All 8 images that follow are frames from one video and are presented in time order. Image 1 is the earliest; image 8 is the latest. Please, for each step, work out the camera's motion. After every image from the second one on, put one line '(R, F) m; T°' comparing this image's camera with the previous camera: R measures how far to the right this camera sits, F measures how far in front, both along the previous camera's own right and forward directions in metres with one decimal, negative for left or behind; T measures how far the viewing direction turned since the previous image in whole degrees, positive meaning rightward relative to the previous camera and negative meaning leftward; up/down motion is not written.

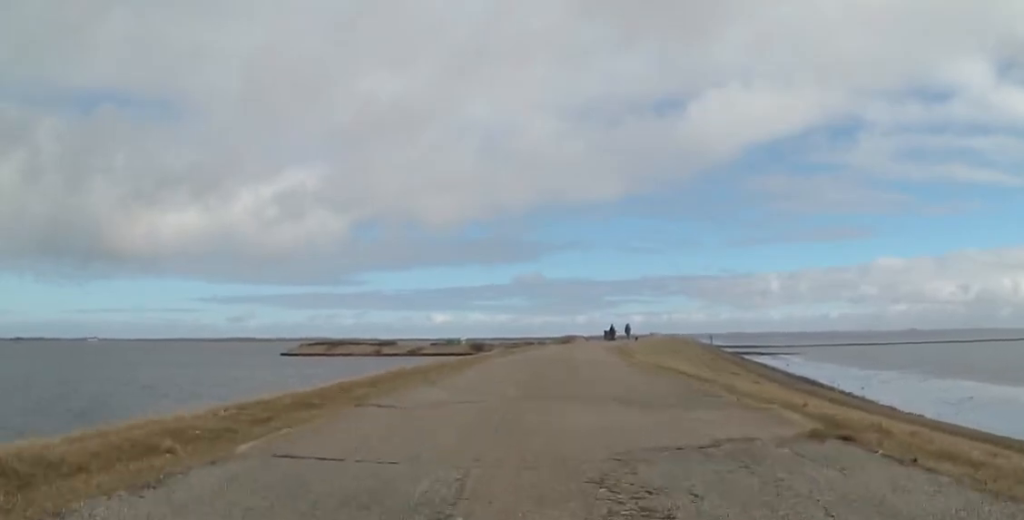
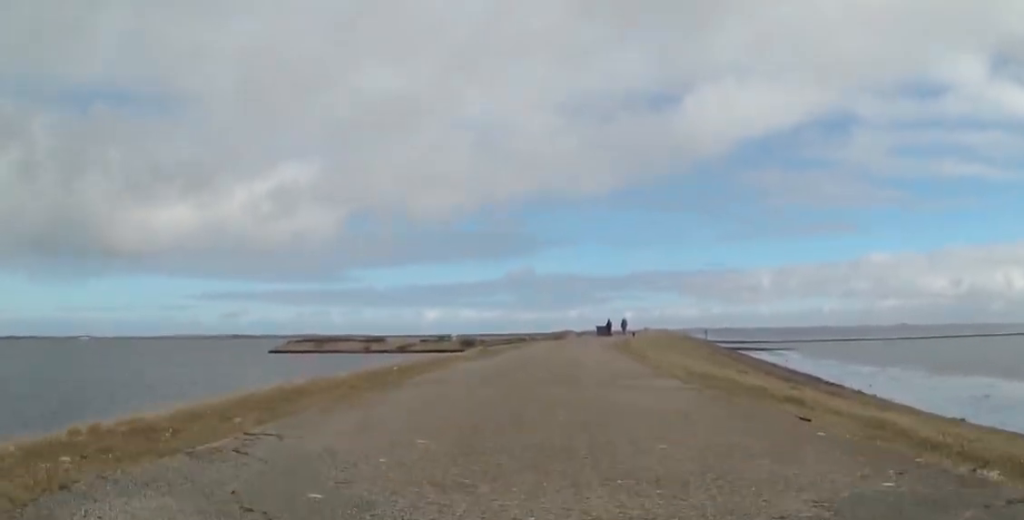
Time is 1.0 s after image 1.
(-0.6, +5.1) m; +2°
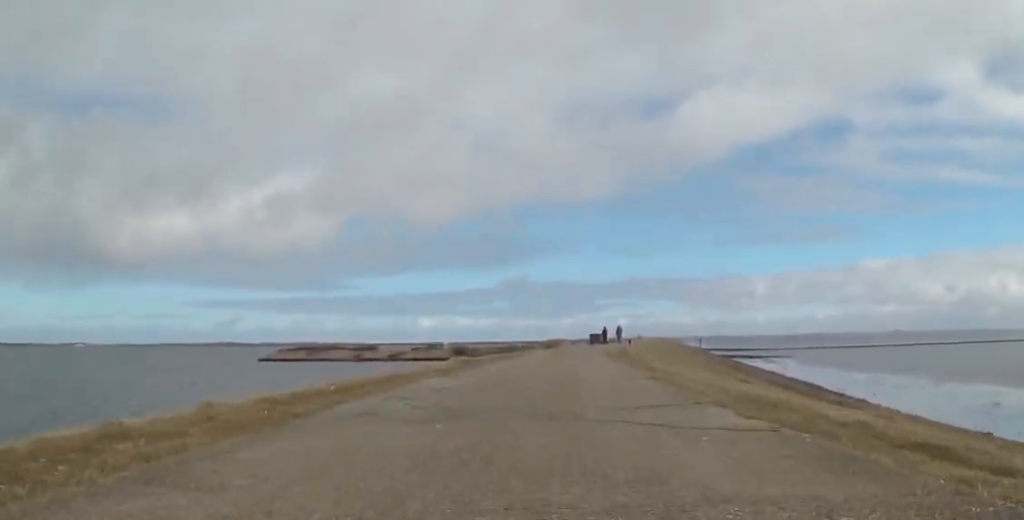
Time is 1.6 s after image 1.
(+0.5, +2.9) m; +6°
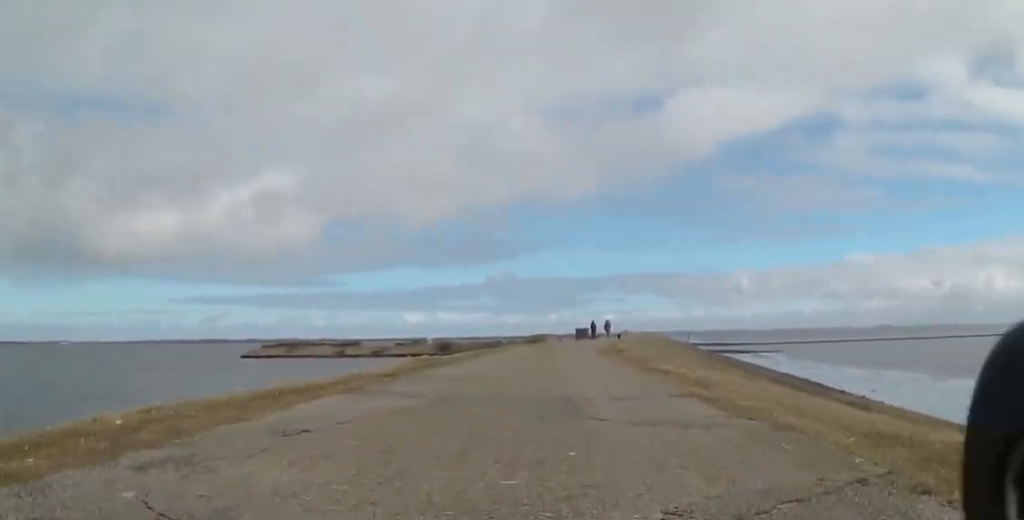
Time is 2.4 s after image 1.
(+0.3, +4.2) m; +1°
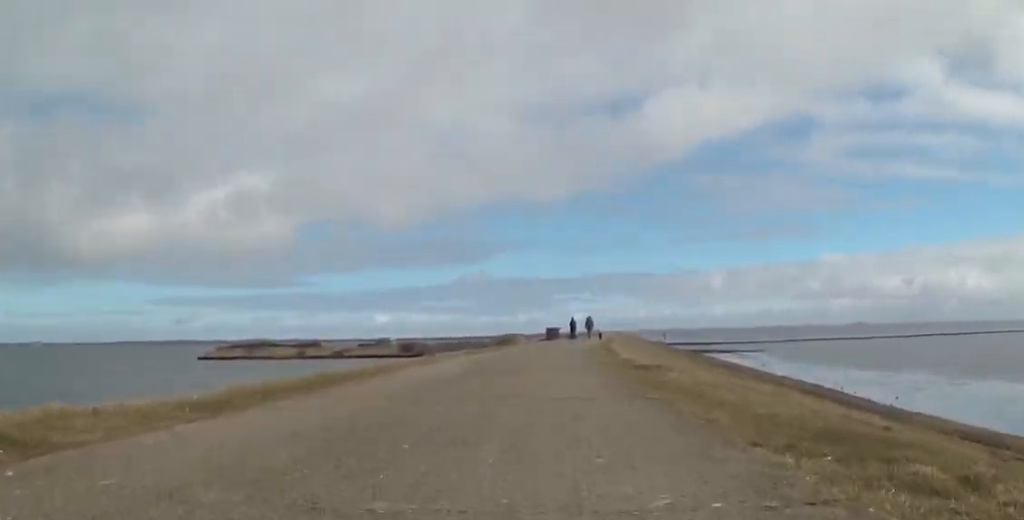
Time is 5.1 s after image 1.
(-2.0, +13.2) m; -4°
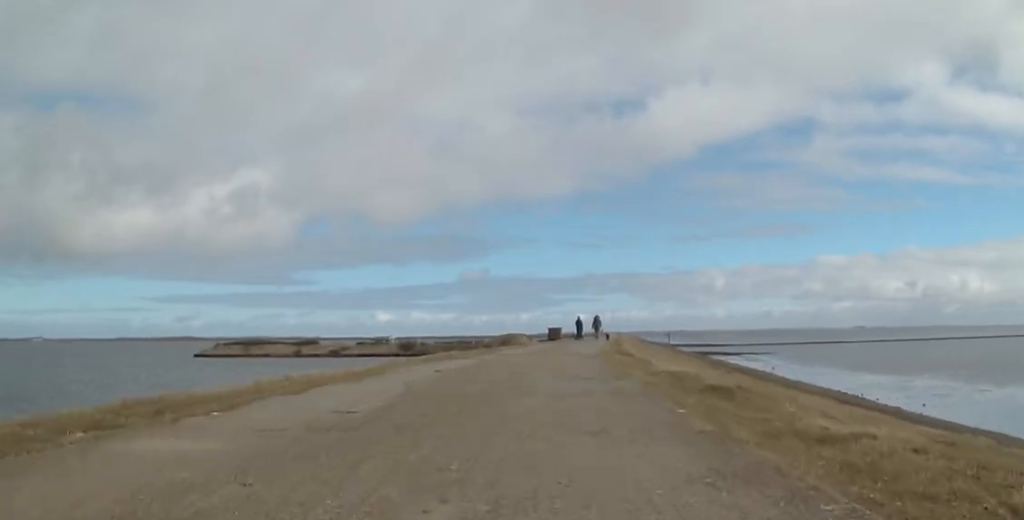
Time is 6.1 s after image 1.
(+0.8, +5.4) m; +5°
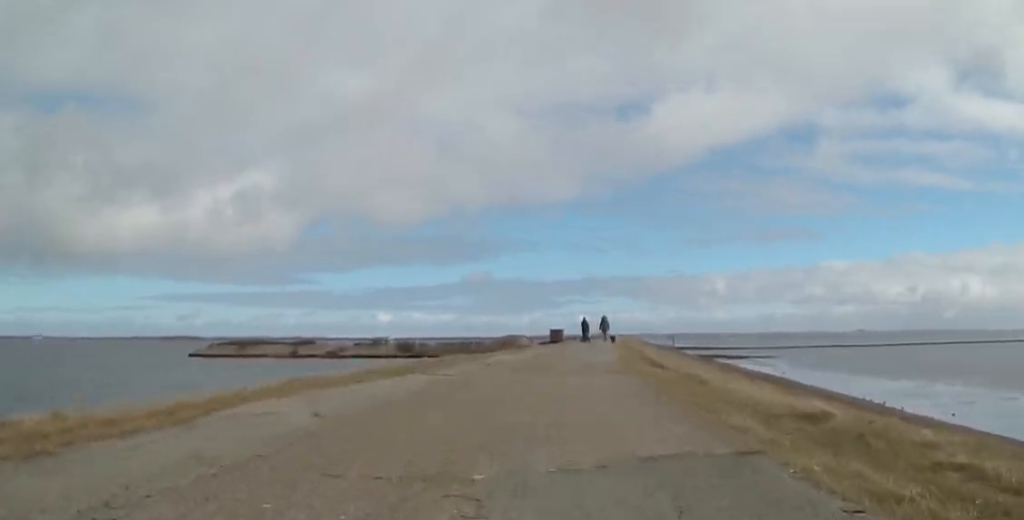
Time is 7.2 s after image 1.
(-0.1, +5.4) m; -9°
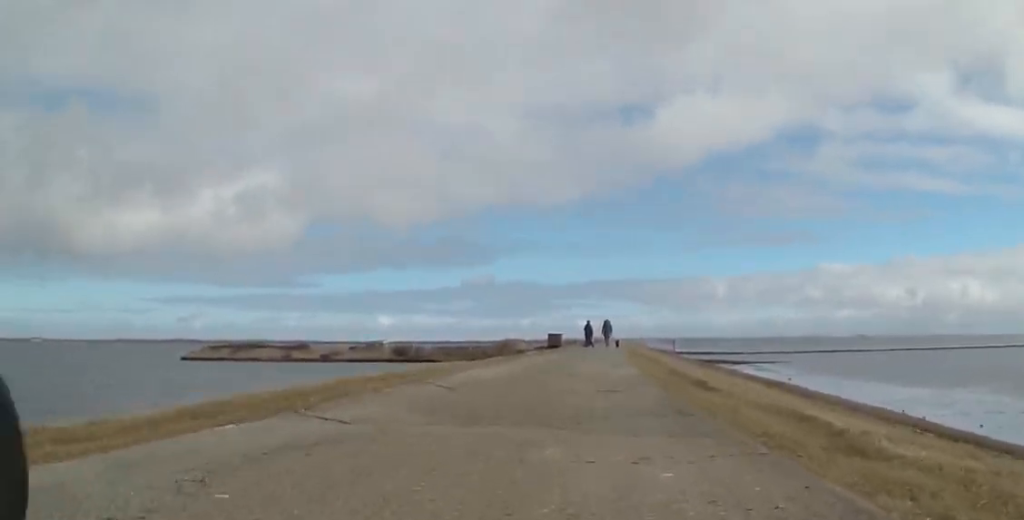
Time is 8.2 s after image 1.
(-1.0, +5.2) m; -1°
